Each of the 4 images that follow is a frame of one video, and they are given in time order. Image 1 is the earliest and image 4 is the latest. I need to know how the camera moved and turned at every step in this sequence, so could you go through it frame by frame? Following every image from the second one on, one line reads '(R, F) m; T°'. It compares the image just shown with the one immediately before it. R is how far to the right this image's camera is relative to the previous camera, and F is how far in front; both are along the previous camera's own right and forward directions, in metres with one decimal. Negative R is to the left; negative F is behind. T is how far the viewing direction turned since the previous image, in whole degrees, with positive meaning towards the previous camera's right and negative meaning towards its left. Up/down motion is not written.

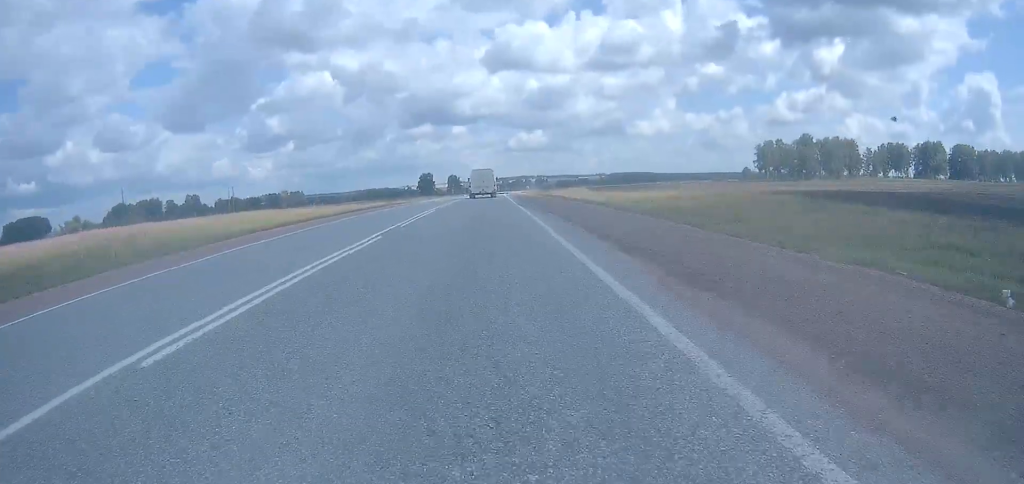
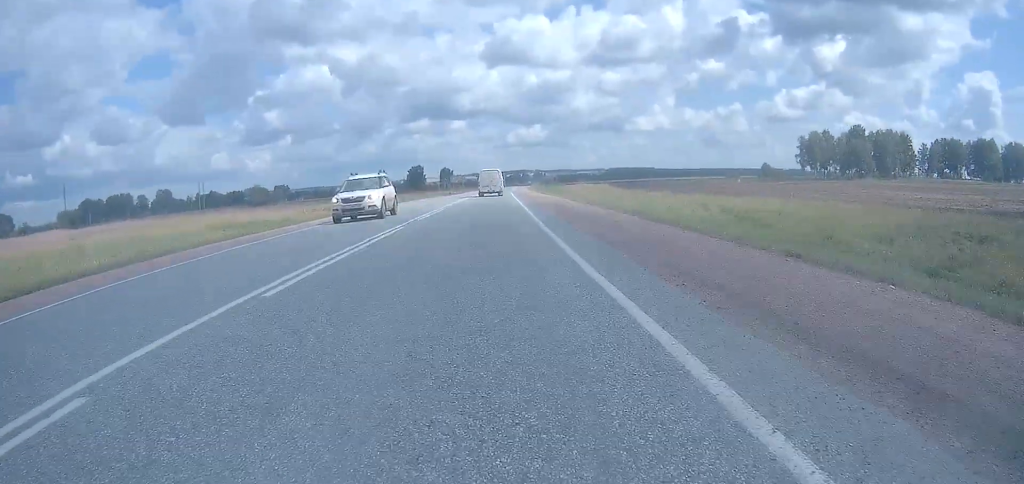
(+0.7, +45.3) m; +1°
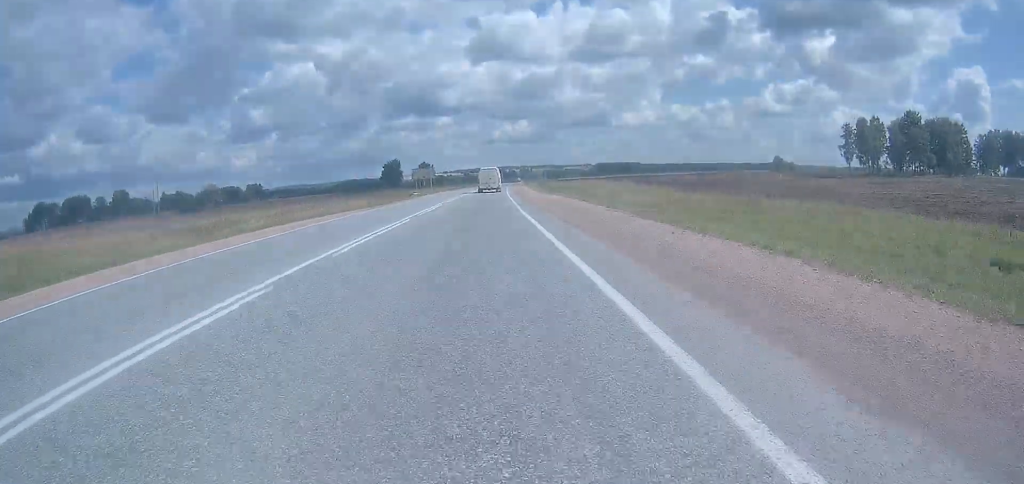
(+0.2, +43.1) m; 0°
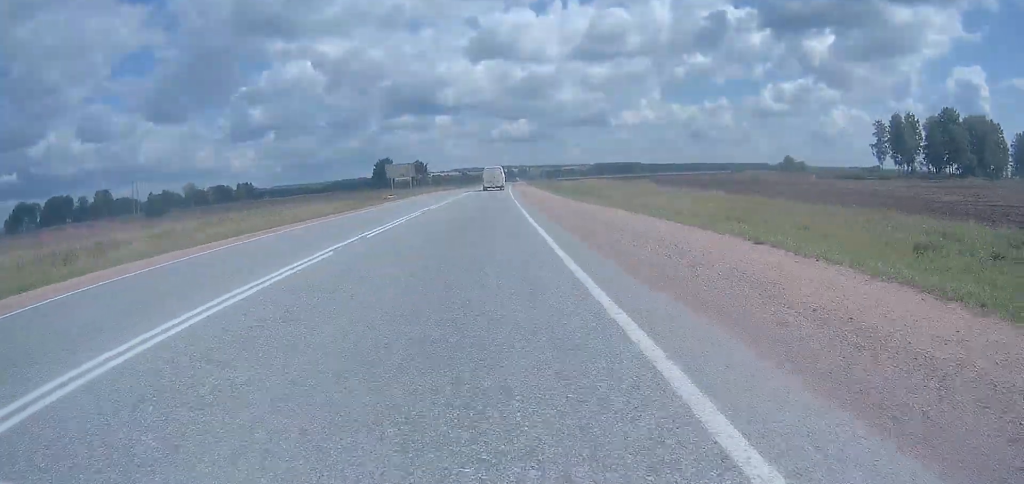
(0.0, +20.6) m; 0°
